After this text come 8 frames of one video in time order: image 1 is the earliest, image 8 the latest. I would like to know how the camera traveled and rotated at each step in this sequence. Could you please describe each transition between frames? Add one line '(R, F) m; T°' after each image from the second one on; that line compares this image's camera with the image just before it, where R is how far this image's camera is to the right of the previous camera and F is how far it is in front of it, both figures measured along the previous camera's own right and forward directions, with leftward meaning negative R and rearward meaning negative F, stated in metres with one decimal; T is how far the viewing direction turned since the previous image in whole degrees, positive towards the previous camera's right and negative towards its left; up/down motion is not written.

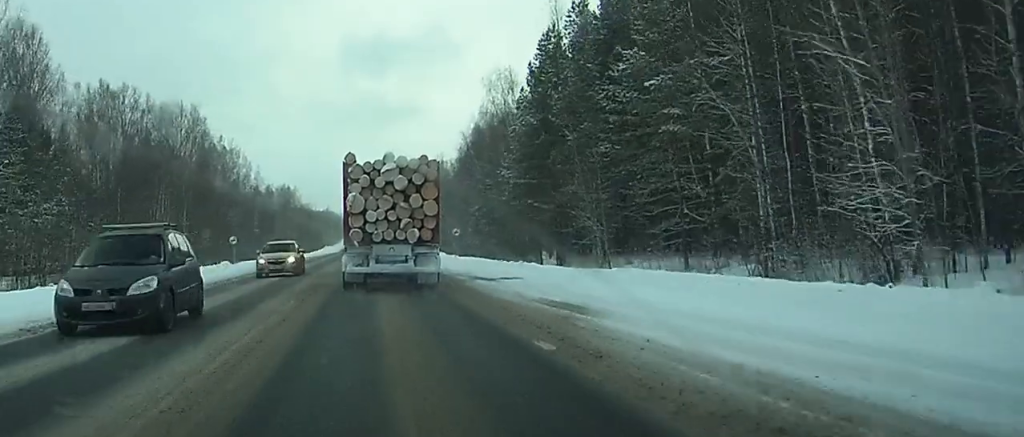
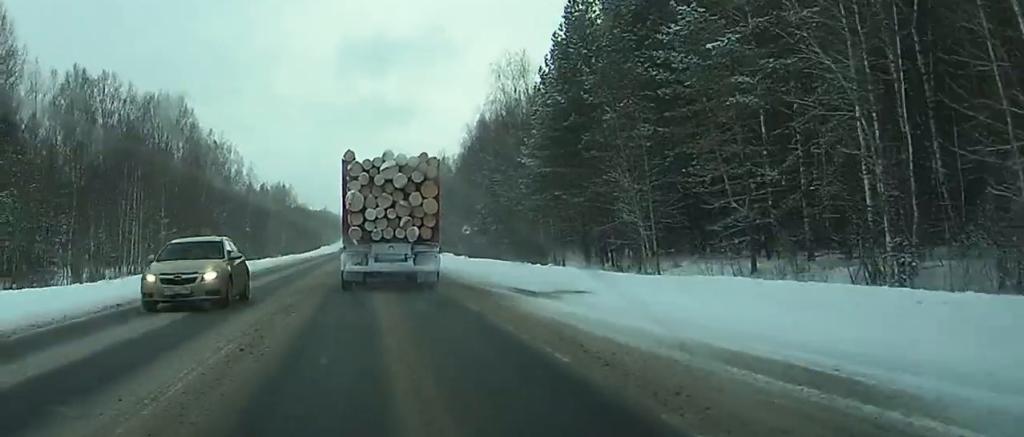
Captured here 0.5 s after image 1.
(0.0, +9.1) m; 0°
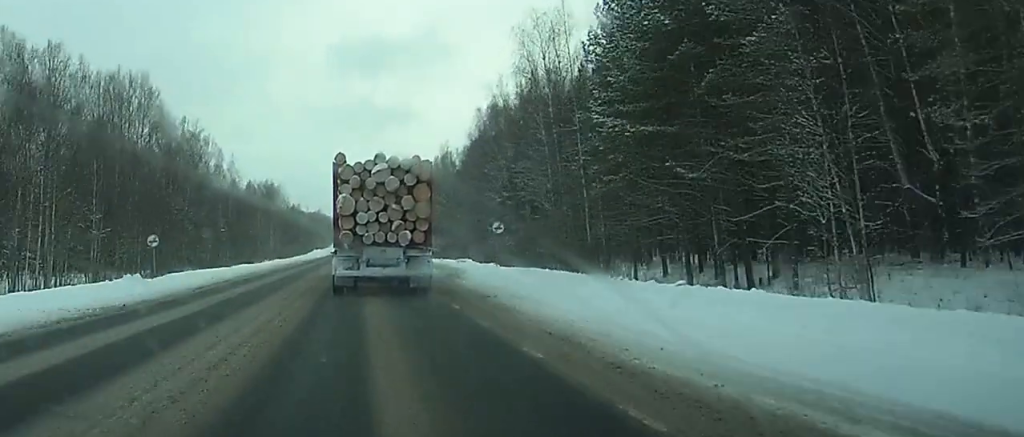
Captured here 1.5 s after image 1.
(0.0, +19.4) m; 0°
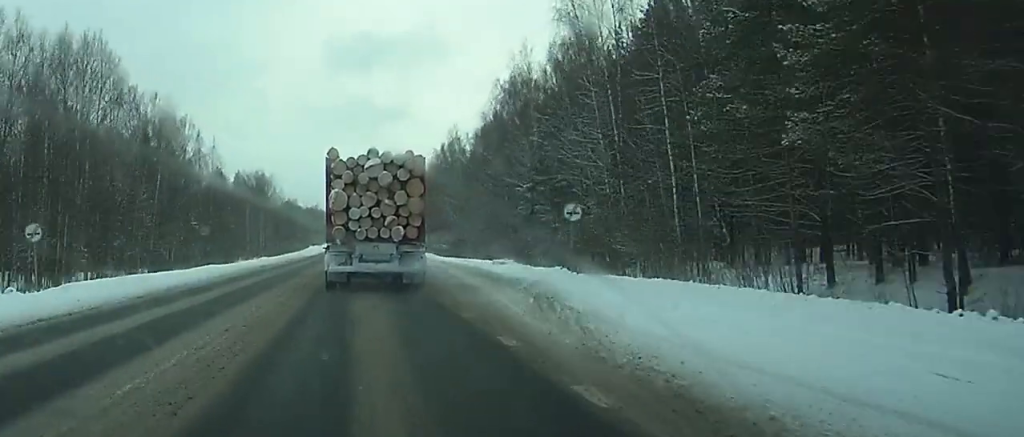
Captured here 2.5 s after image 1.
(0.0, +19.2) m; 0°
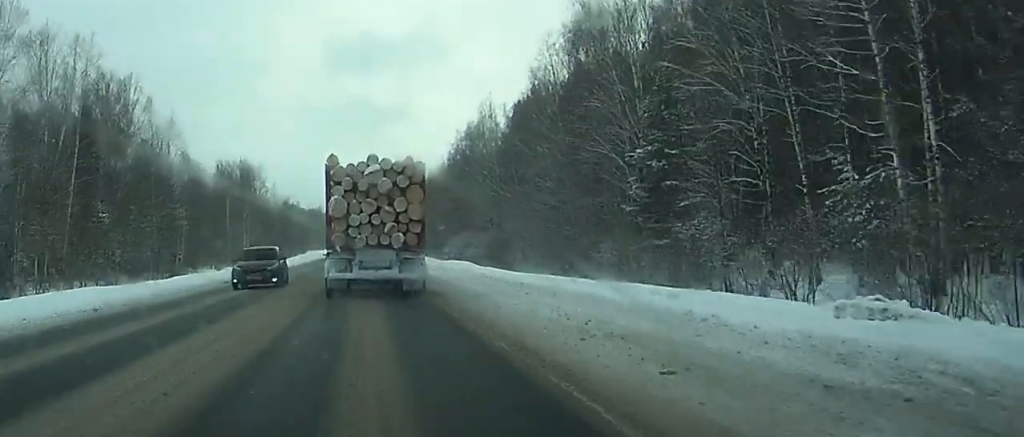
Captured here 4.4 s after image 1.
(0.0, +36.2) m; 0°
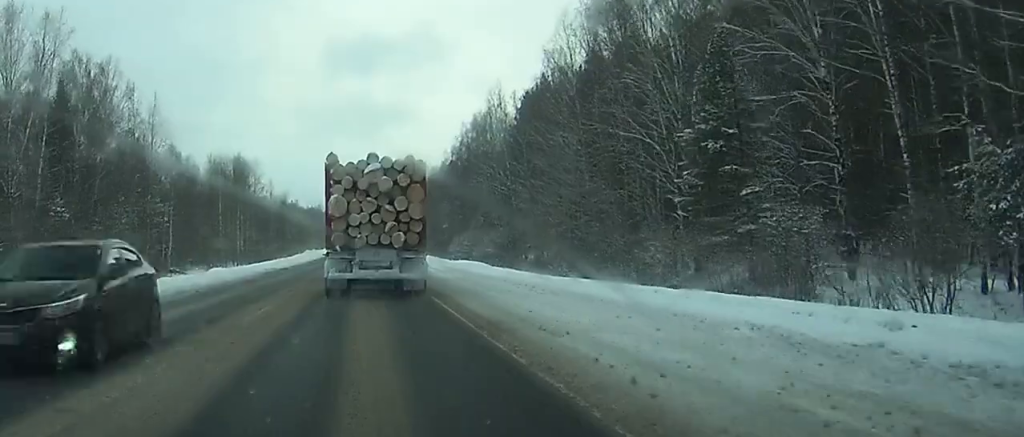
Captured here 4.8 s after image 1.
(0.0, +8.3) m; 0°
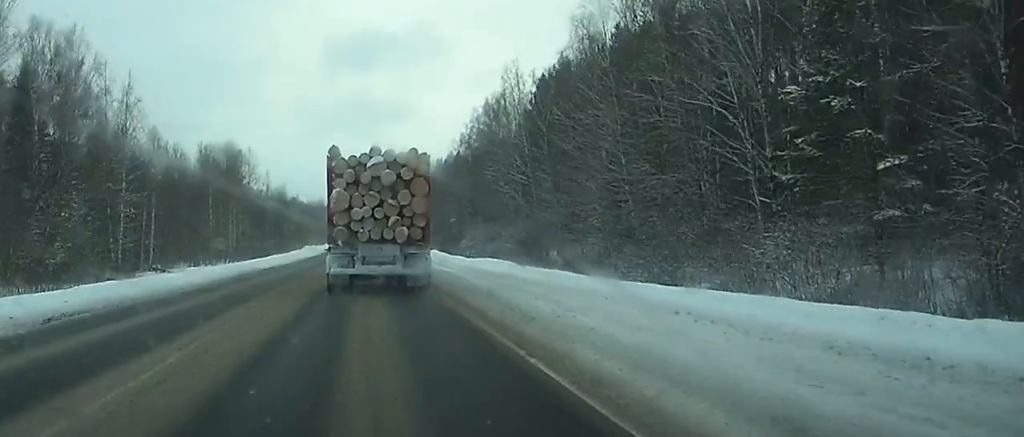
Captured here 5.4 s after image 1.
(0.0, +11.5) m; 0°
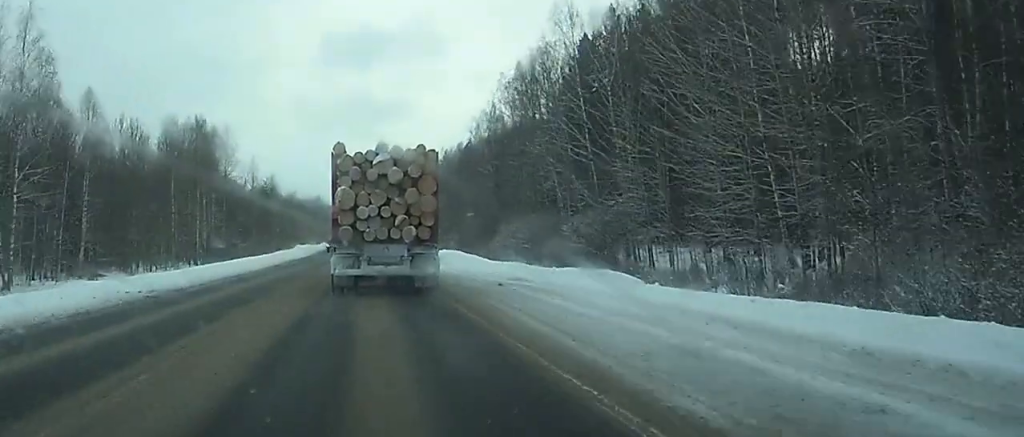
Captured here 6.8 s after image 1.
(-0.2, +26.9) m; 0°
